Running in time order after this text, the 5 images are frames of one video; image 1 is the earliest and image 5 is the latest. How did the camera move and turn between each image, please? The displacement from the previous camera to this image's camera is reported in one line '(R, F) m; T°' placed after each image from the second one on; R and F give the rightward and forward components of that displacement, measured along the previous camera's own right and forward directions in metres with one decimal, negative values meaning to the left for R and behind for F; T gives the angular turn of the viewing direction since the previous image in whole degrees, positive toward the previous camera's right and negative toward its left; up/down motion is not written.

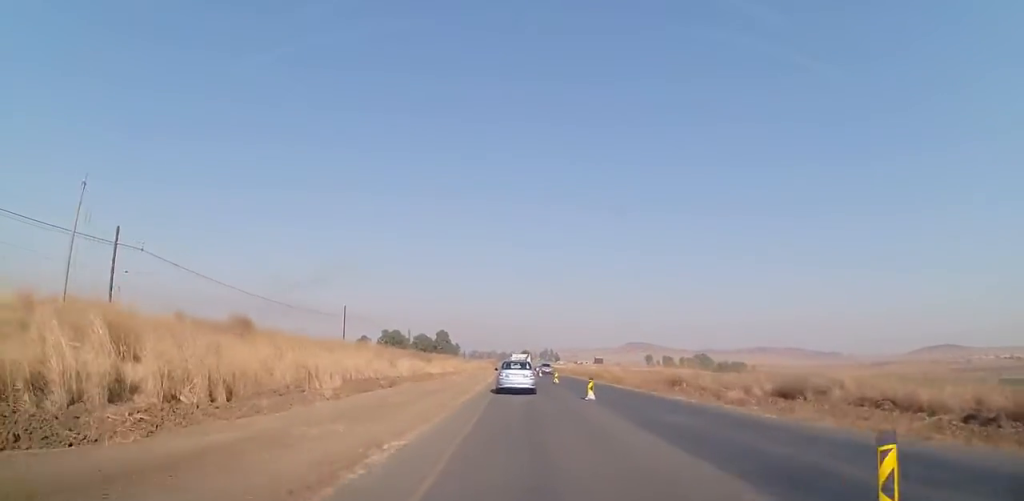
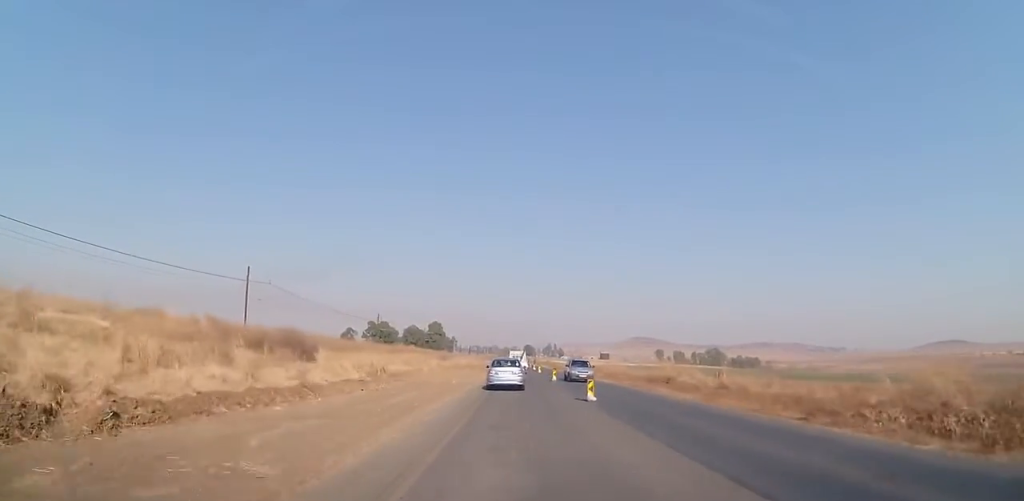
(0.0, +41.7) m; -1°
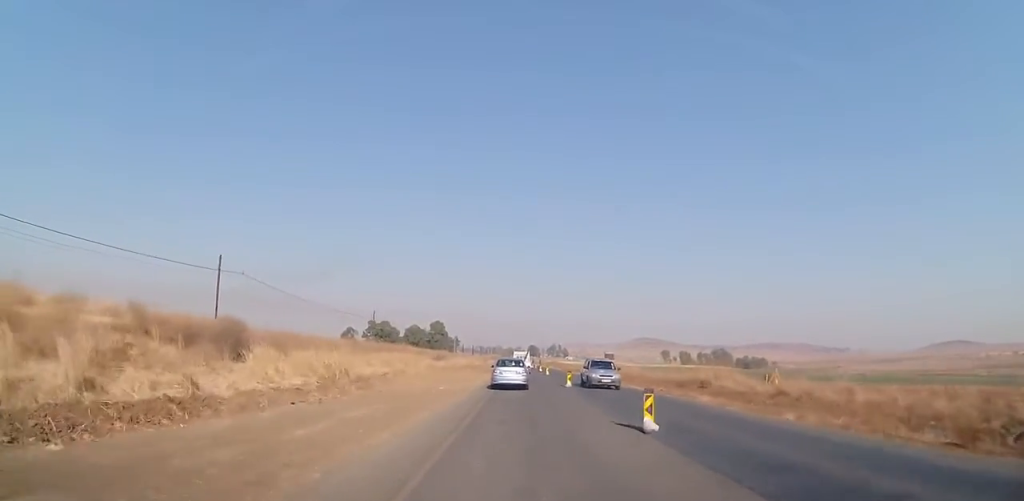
(0.0, +8.2) m; 0°
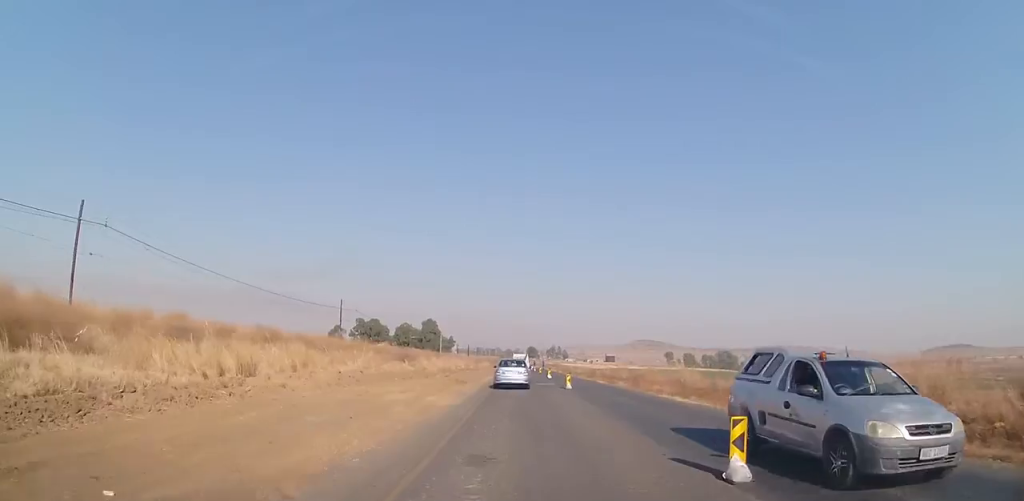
(-0.2, +22.7) m; 0°
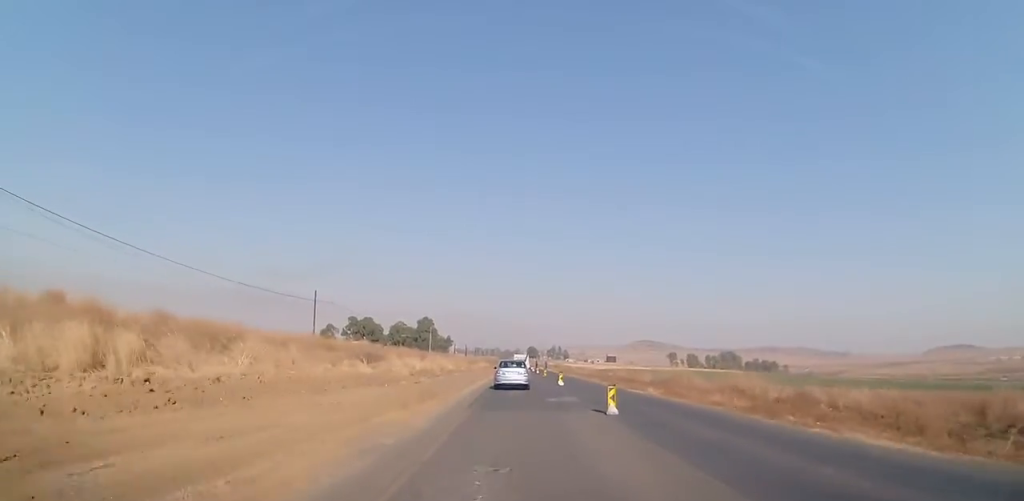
(0.0, +13.2) m; +1°
